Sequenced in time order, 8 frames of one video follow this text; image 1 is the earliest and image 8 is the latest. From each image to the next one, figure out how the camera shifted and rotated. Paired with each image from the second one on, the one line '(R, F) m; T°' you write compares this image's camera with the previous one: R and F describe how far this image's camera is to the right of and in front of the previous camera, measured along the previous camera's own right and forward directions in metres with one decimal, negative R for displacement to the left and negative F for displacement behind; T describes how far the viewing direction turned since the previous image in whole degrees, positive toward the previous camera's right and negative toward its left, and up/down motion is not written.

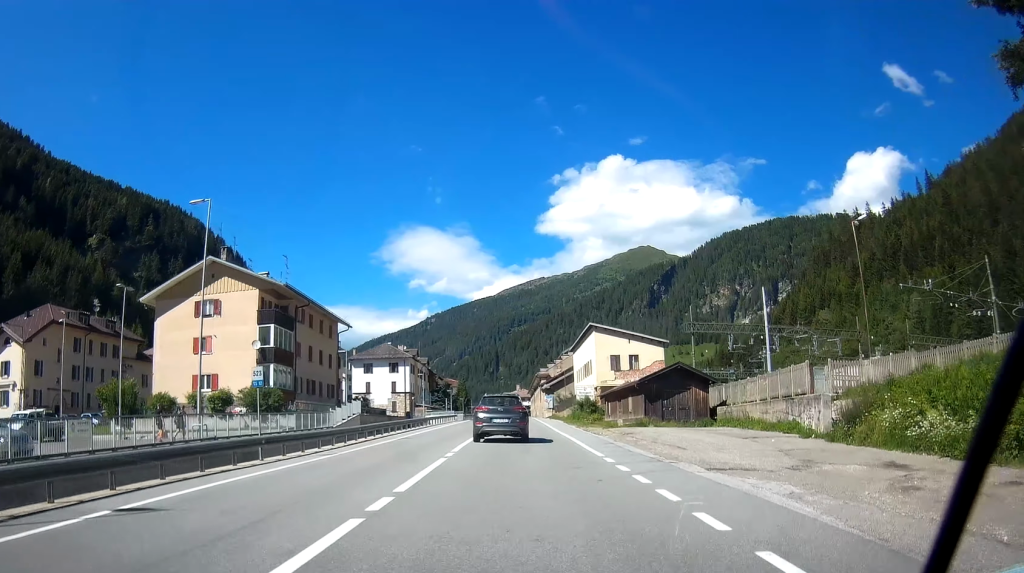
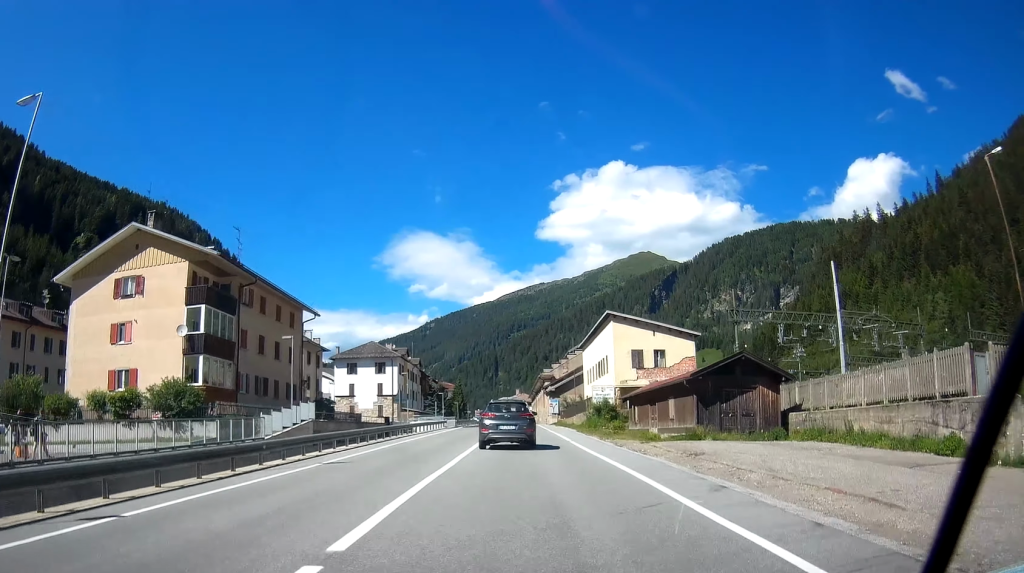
(0.0, +12.8) m; 0°
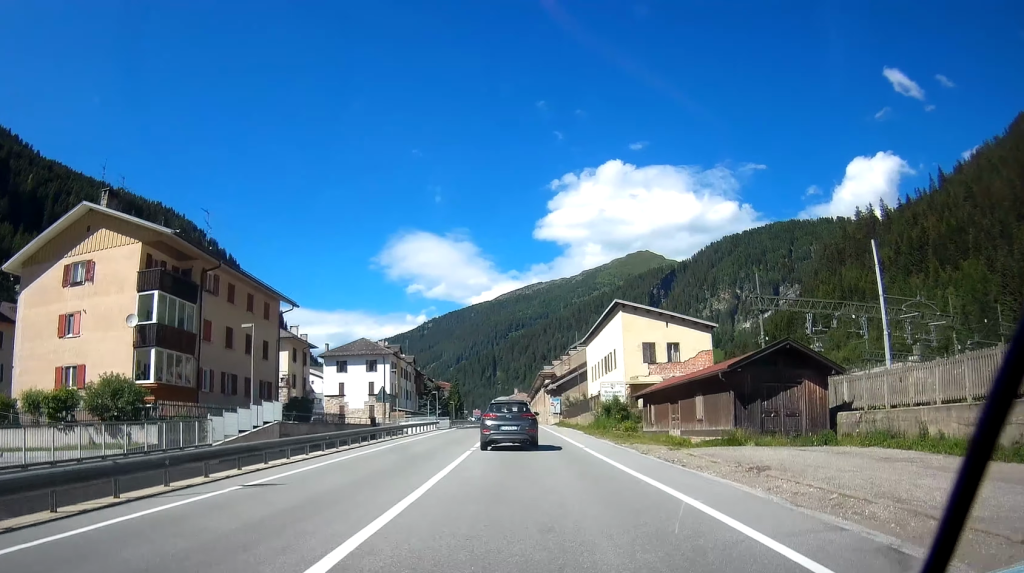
(0.0, +5.8) m; 0°
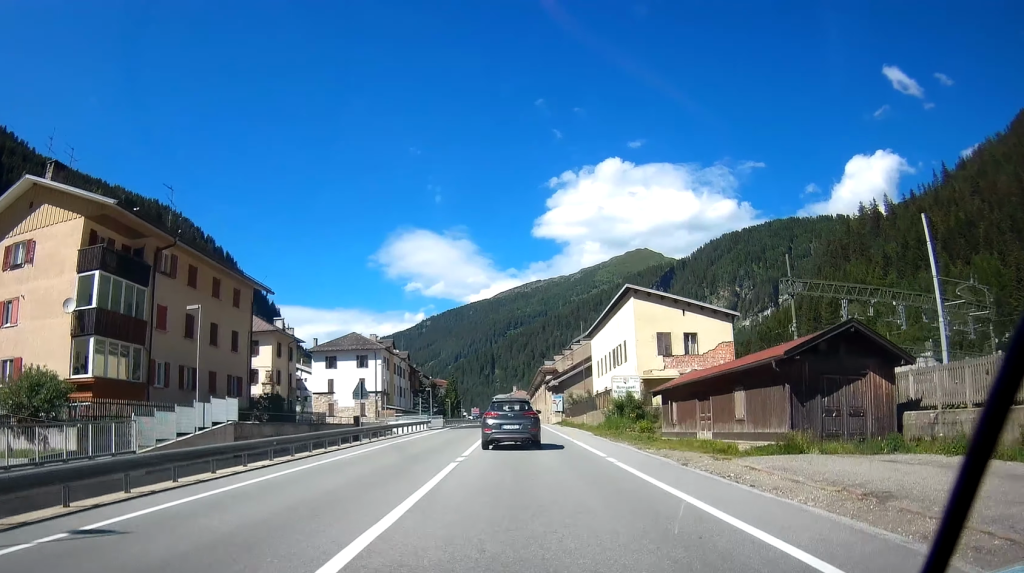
(0.0, +5.8) m; 0°
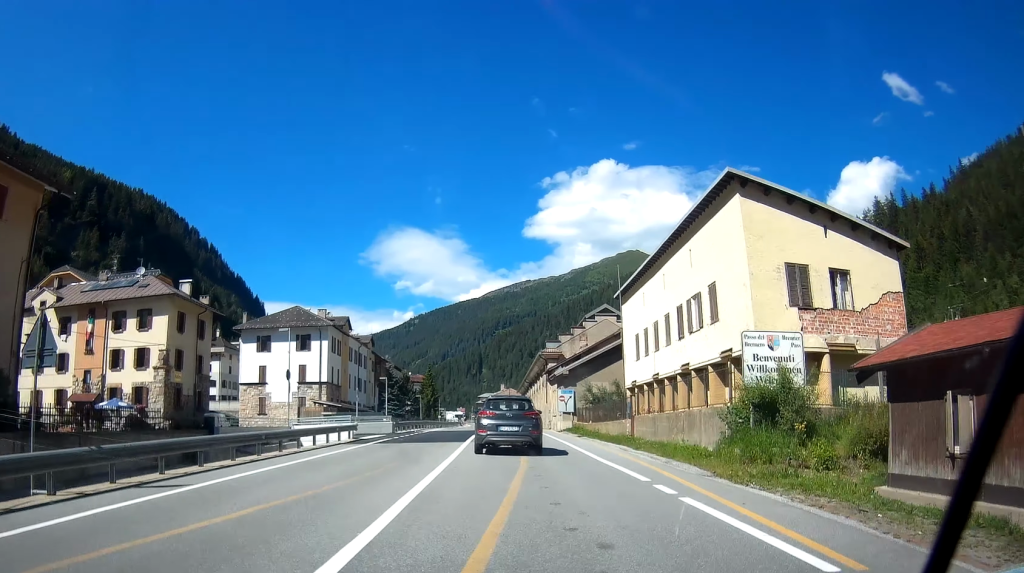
(+0.3, +24.3) m; +1°
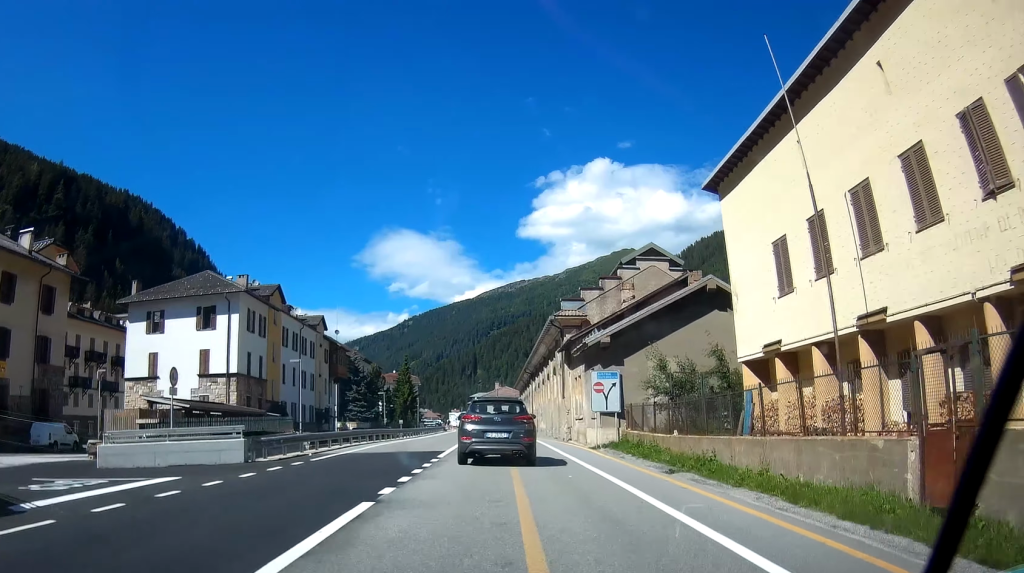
(0.0, +25.6) m; 0°
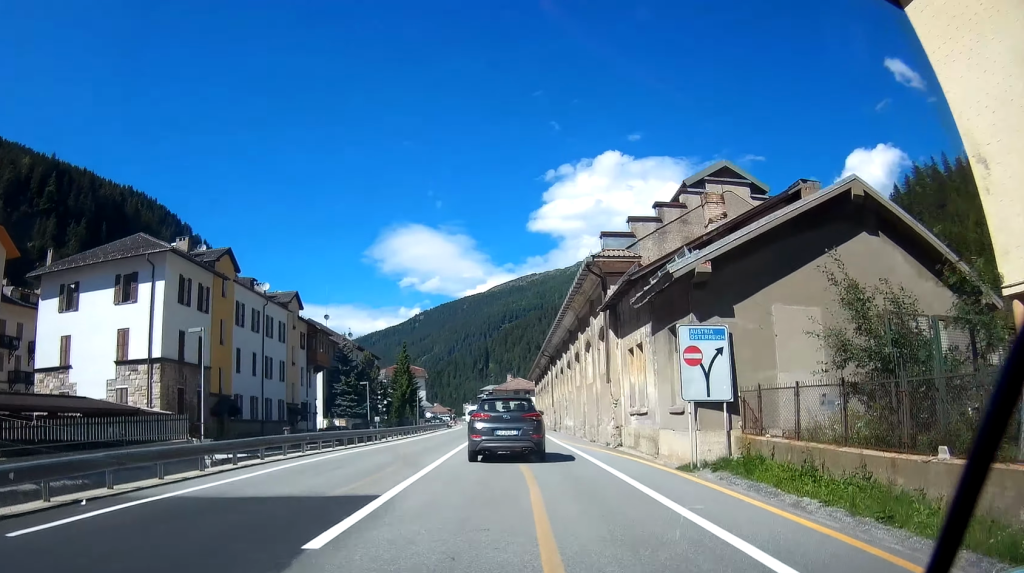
(-0.1, +15.3) m; -1°
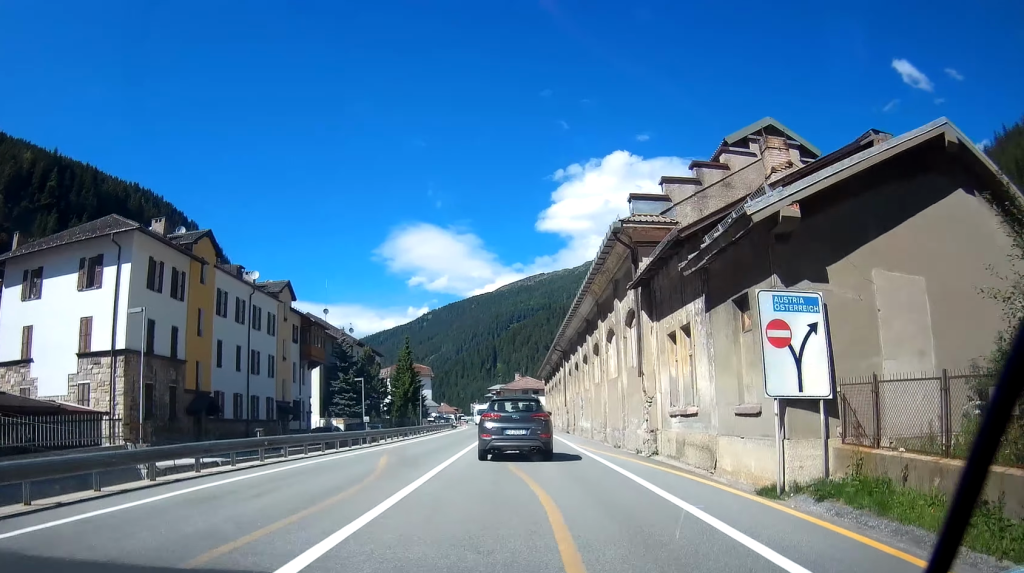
(0.0, +5.6) m; 0°
